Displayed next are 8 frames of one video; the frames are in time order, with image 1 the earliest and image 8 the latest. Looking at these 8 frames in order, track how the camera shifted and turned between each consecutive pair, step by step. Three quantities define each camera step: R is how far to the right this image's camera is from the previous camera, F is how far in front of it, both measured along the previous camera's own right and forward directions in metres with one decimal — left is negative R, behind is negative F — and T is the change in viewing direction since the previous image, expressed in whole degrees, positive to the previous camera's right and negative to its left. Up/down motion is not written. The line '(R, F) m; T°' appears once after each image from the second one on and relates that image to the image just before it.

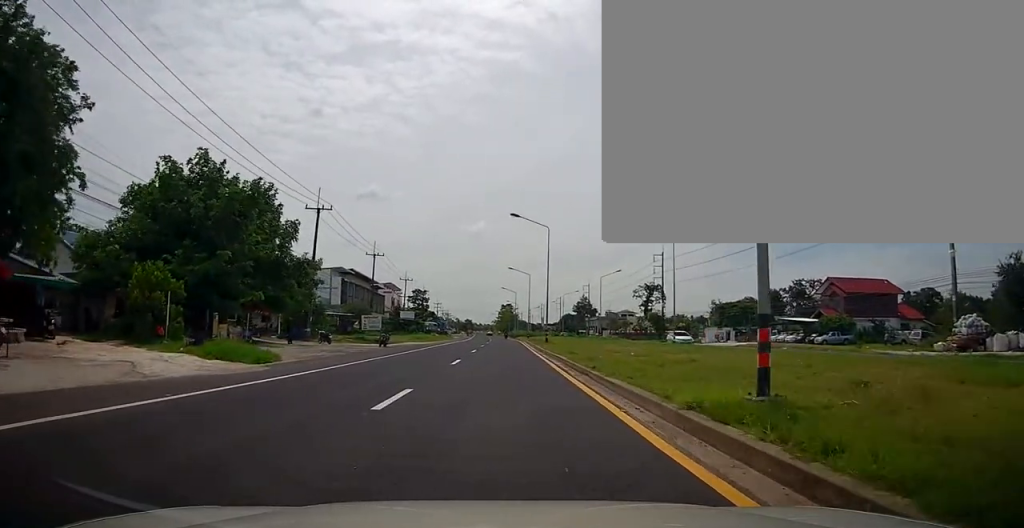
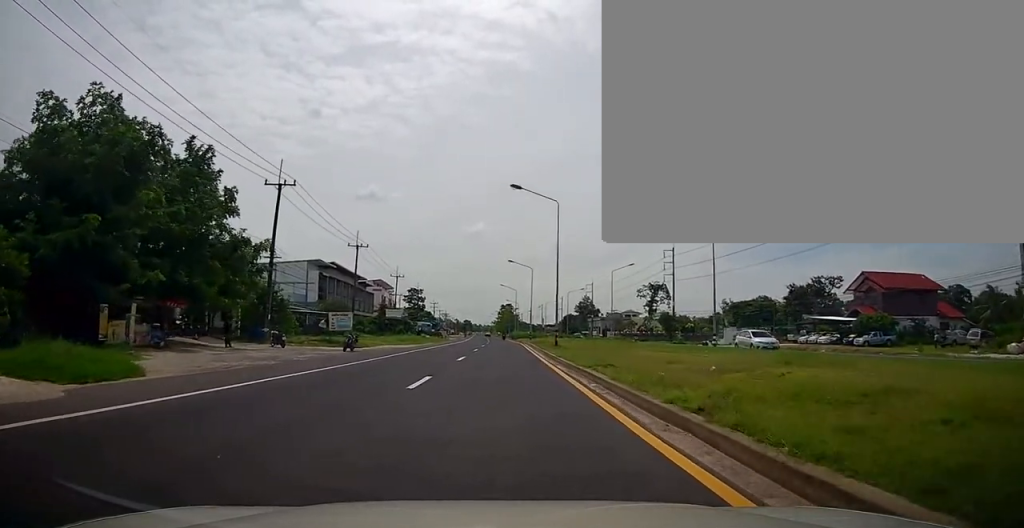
(0.0, +8.7) m; 0°
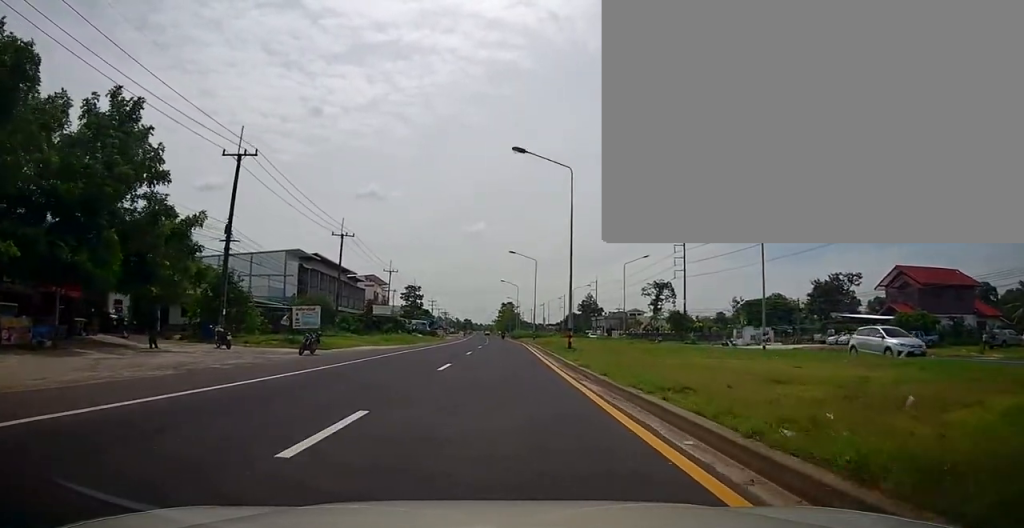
(0.0, +6.9) m; 0°
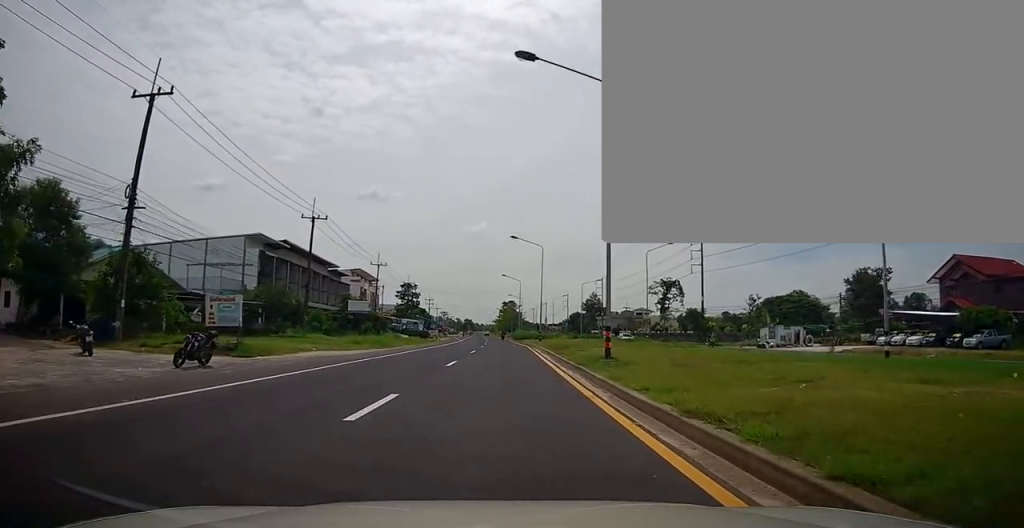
(-0.1, +9.9) m; 0°
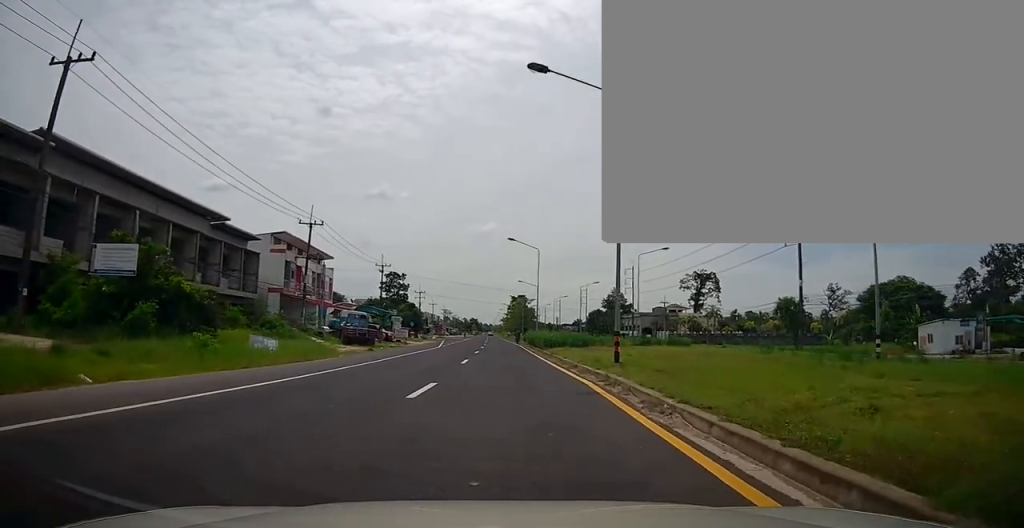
(0.0, +33.5) m; -1°
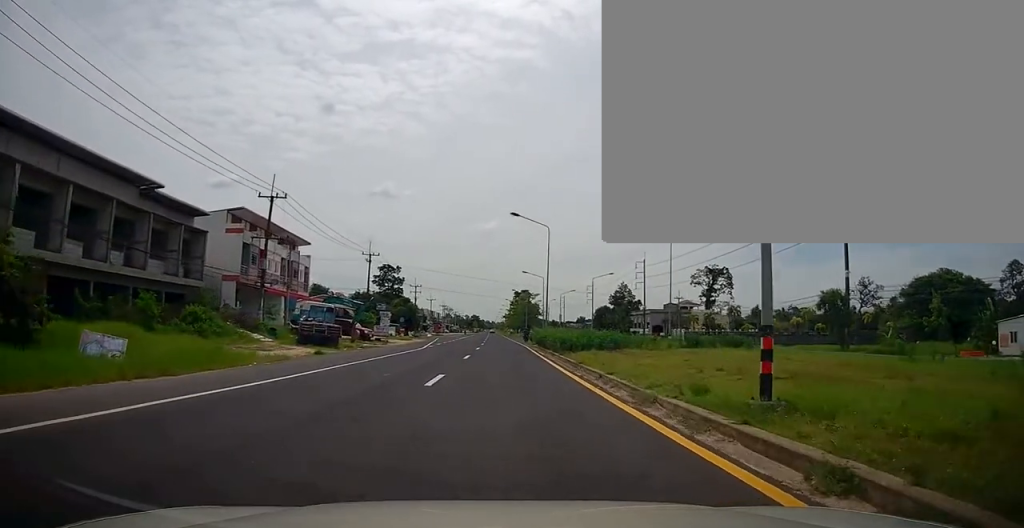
(0.0, +10.1) m; 0°
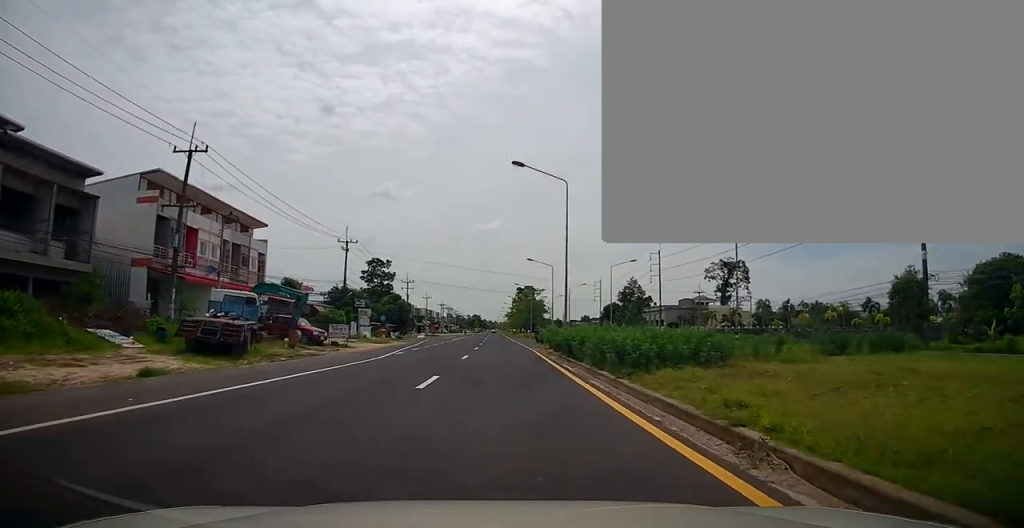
(-0.1, +12.9) m; -1°
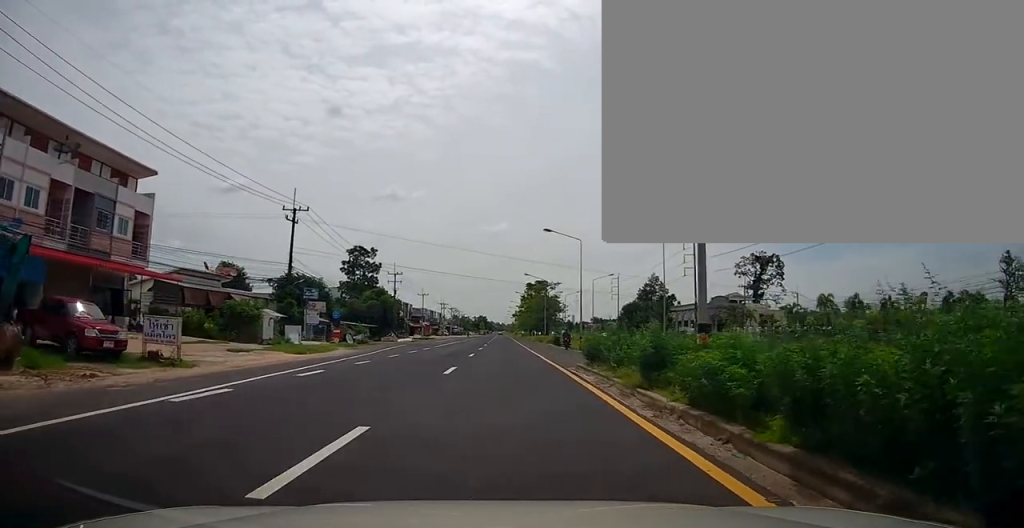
(-0.1, +19.8) m; 0°
